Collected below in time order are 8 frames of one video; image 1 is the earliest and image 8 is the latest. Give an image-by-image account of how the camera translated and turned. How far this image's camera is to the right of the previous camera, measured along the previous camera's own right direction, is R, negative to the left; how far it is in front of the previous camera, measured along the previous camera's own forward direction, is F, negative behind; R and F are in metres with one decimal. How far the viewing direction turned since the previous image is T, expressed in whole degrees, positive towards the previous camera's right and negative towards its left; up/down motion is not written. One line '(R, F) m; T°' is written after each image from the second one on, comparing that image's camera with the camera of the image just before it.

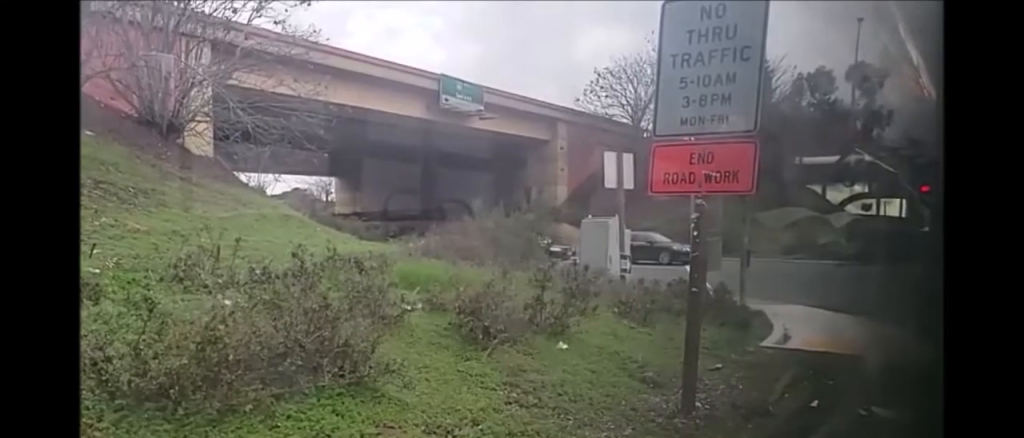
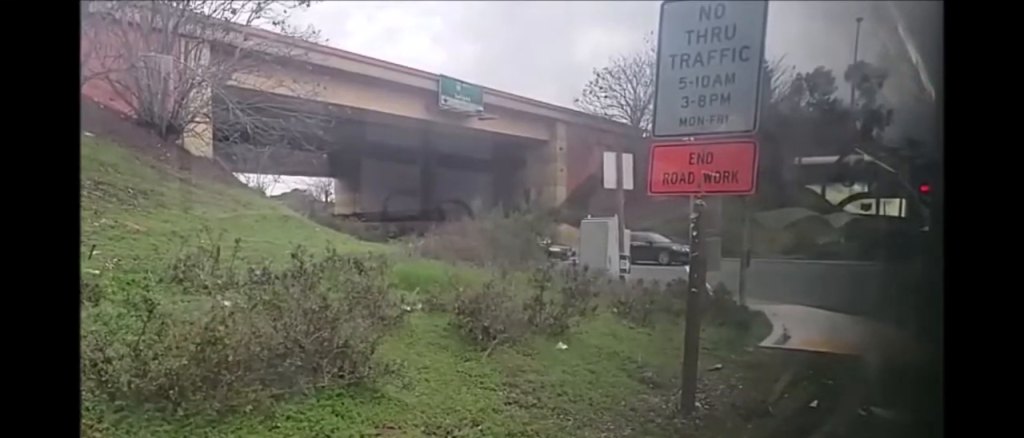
(0.0, 0.0) m; 0°
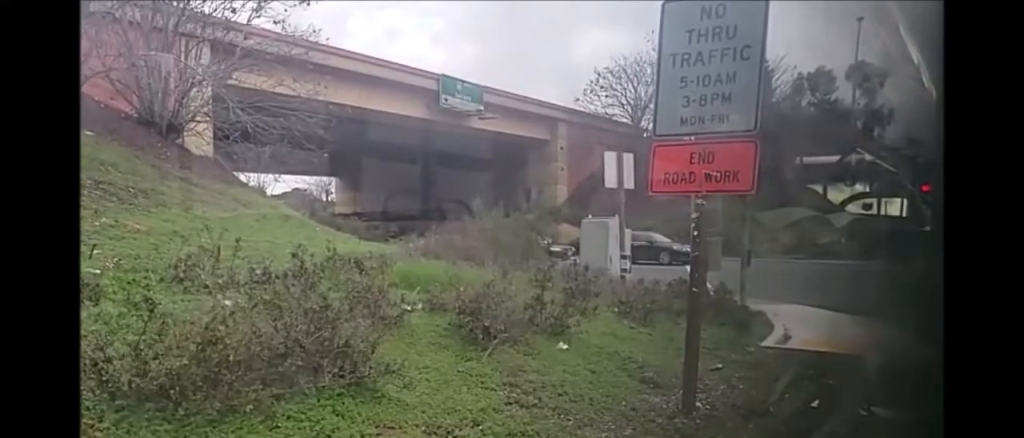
(0.0, 0.0) m; 0°
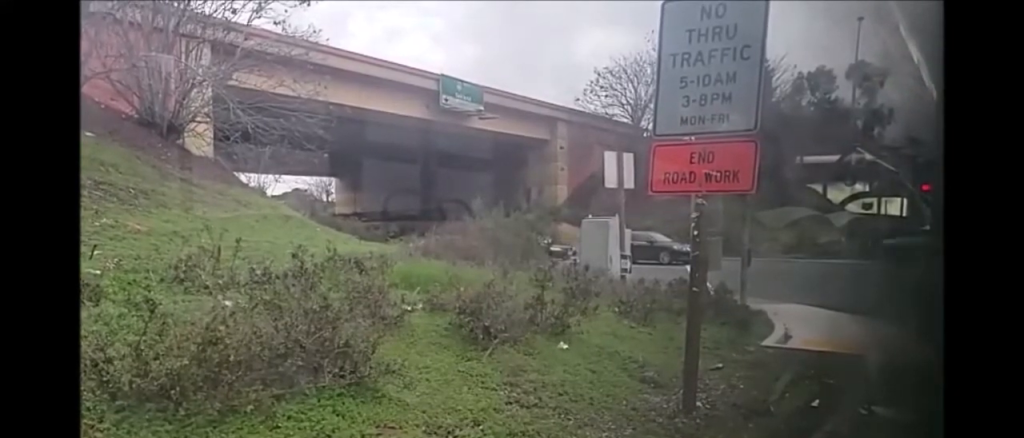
(0.0, 0.0) m; 0°
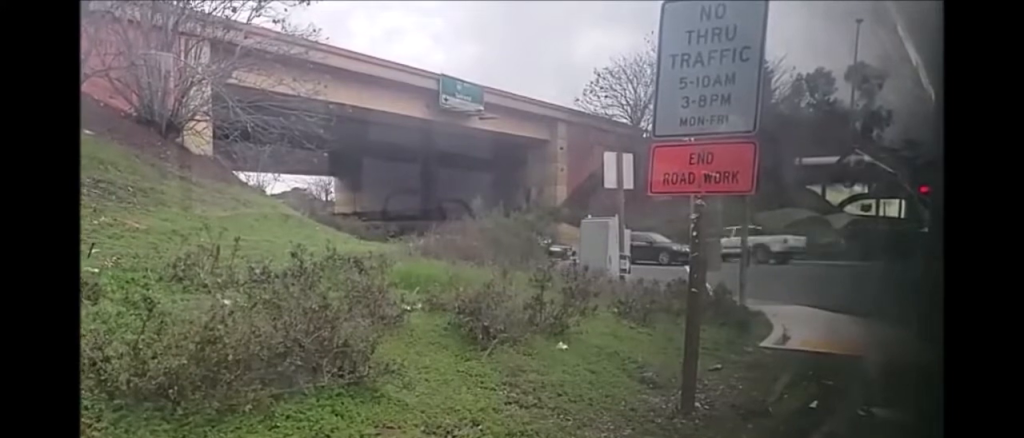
(0.0, 0.0) m; 0°
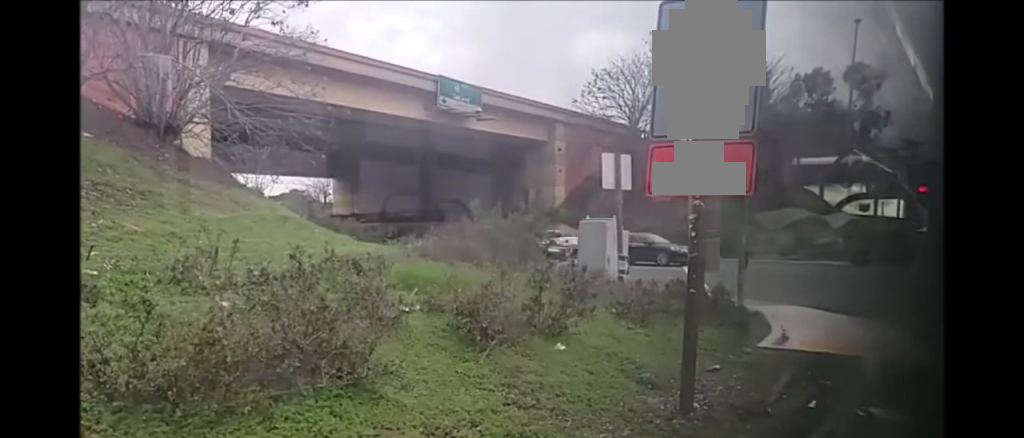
(0.0, 0.0) m; 0°
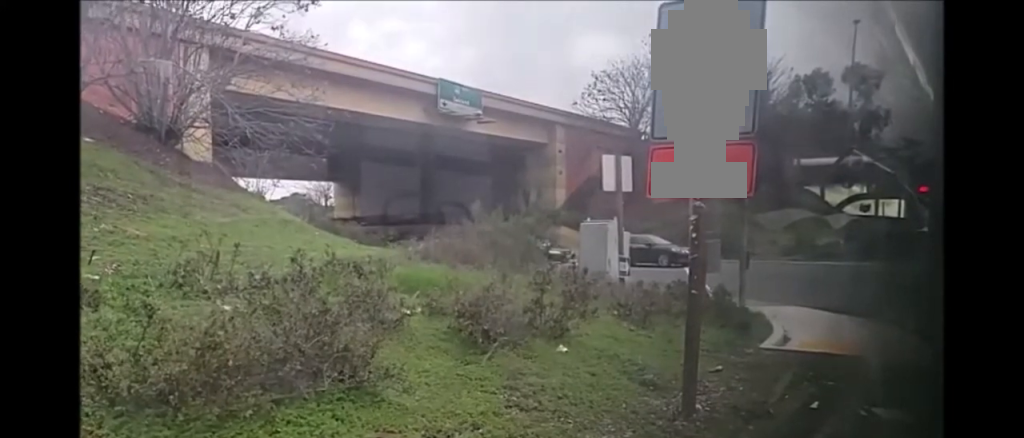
(0.0, 0.0) m; 0°
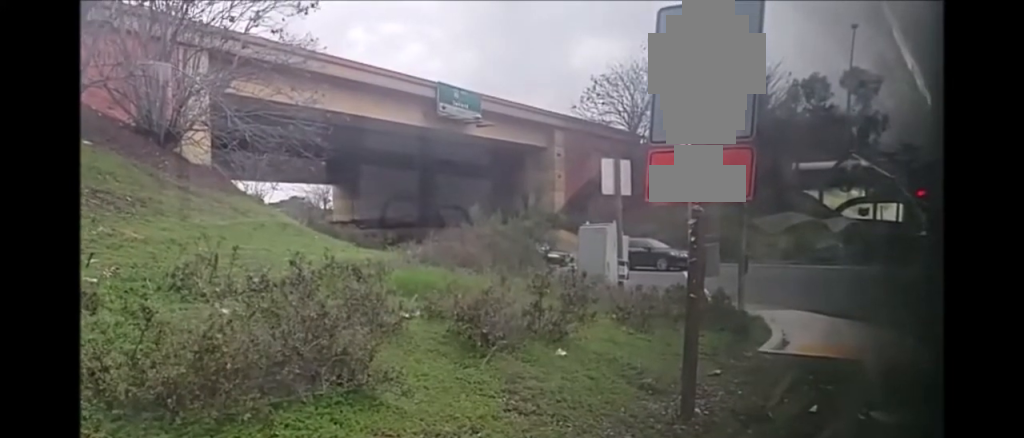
(0.0, 0.0) m; 0°
